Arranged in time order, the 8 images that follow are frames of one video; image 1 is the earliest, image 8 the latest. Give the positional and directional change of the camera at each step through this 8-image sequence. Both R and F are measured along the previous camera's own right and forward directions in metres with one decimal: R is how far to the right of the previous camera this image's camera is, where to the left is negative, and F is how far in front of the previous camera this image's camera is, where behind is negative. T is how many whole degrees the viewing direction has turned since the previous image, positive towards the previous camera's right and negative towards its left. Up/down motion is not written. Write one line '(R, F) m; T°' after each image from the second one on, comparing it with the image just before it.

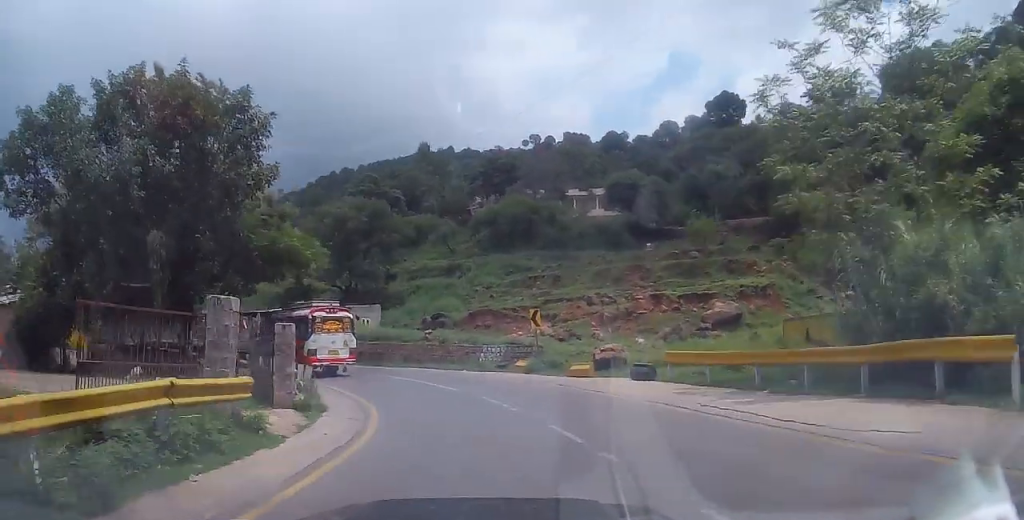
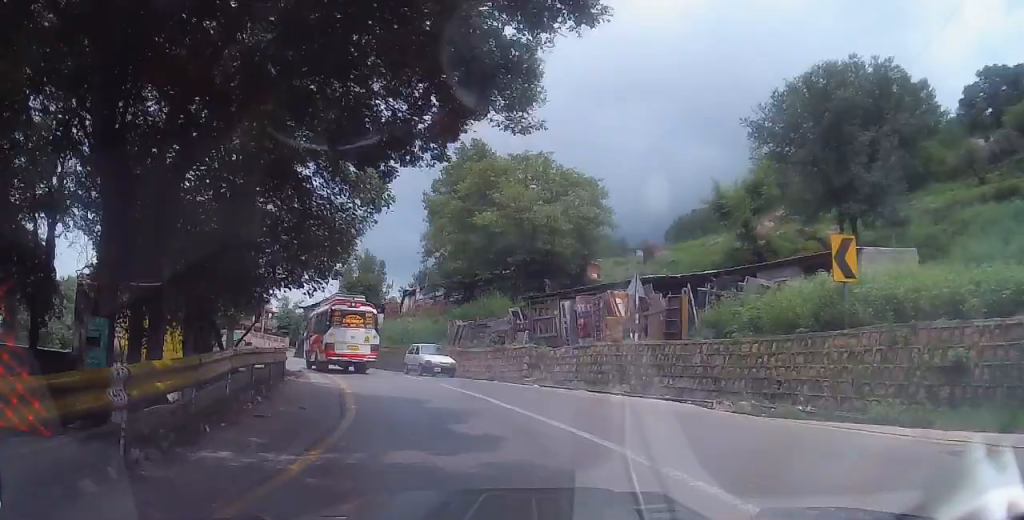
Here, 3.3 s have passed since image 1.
(-9.8, +28.0) m; -39°
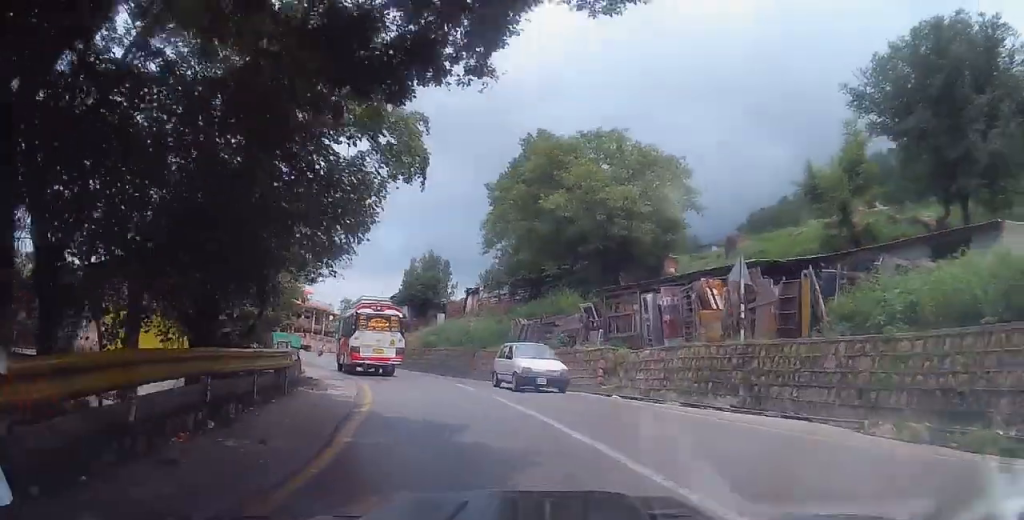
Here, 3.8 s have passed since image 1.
(+0.1, +4.1) m; -6°
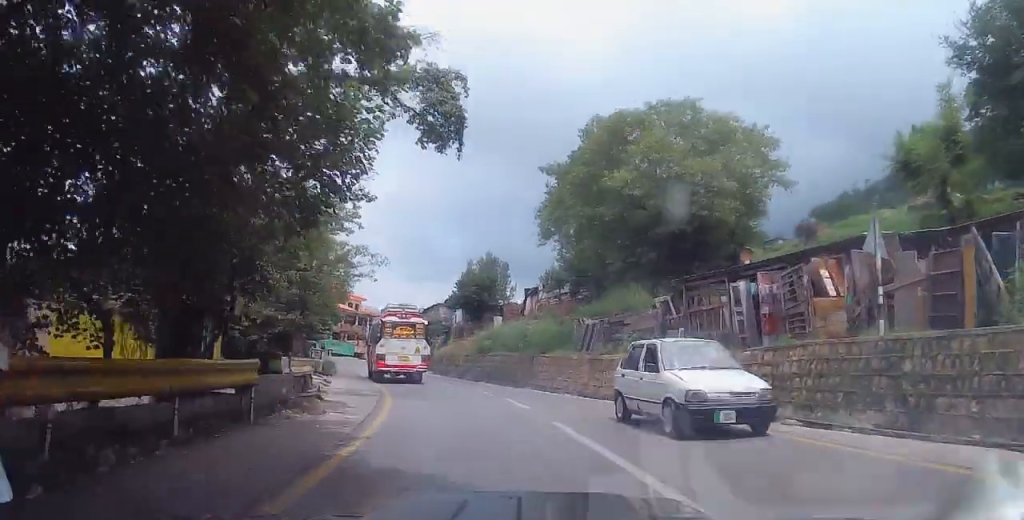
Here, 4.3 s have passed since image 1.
(-0.2, +4.0) m; -6°
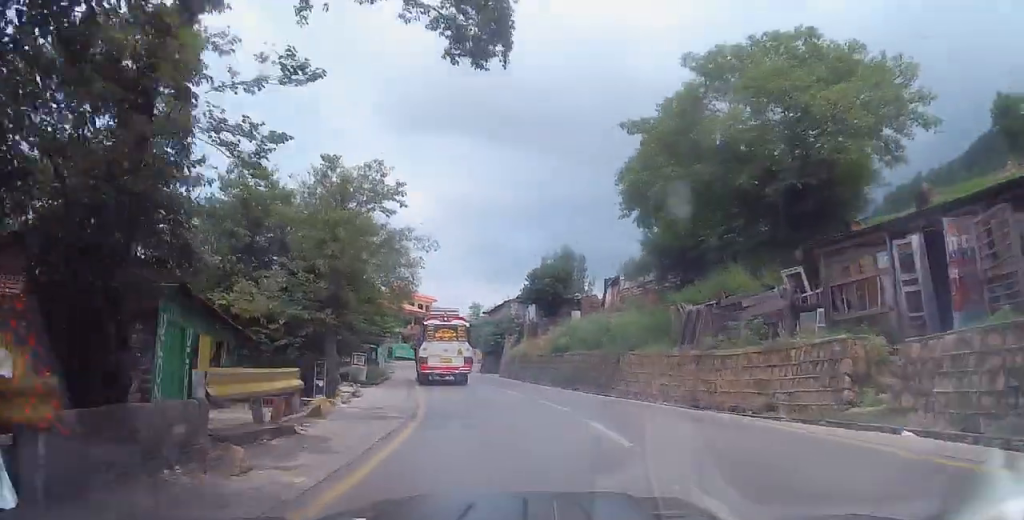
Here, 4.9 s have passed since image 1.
(-0.9, +5.4) m; -8°
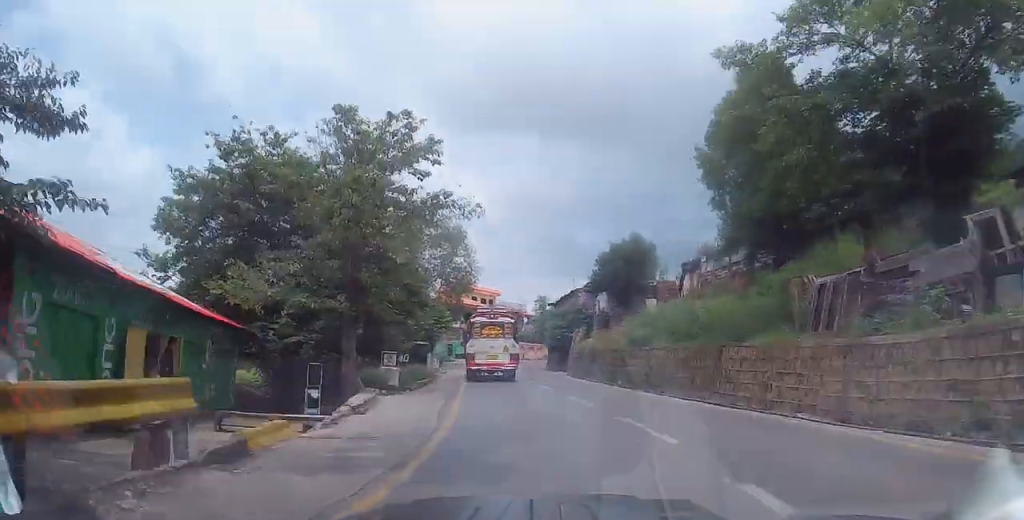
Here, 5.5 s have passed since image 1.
(-0.2, +5.5) m; -4°
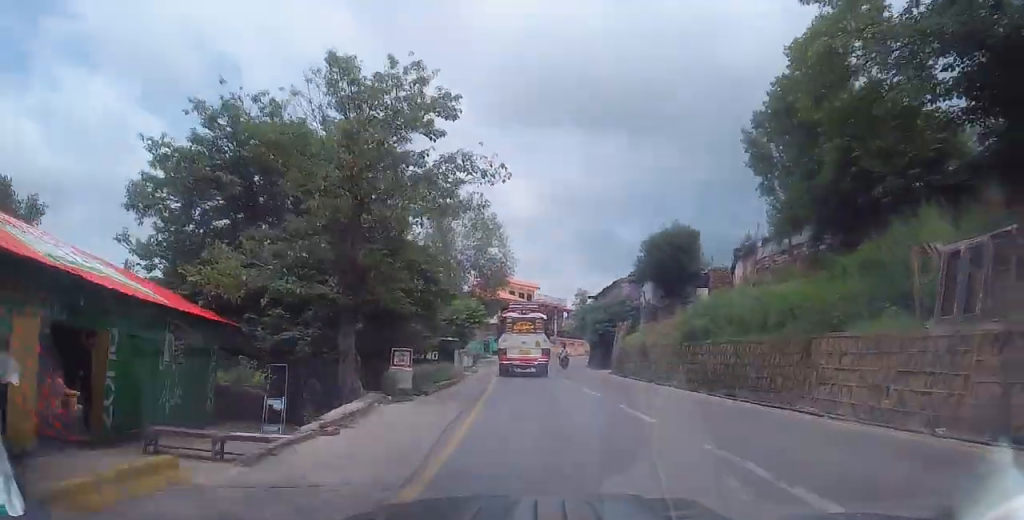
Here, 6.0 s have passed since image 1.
(+0.1, +3.8) m; -2°
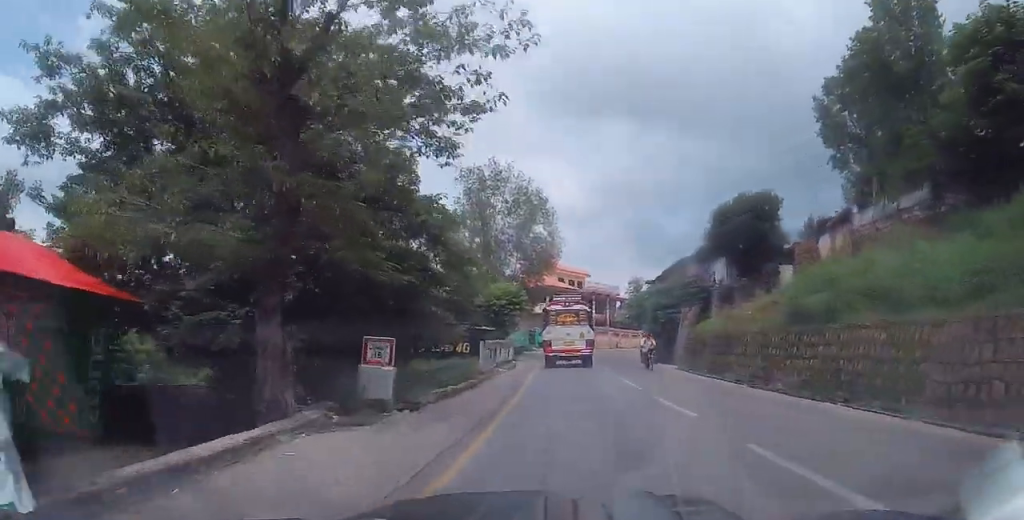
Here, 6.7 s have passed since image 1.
(-0.4, +6.8) m; -5°
